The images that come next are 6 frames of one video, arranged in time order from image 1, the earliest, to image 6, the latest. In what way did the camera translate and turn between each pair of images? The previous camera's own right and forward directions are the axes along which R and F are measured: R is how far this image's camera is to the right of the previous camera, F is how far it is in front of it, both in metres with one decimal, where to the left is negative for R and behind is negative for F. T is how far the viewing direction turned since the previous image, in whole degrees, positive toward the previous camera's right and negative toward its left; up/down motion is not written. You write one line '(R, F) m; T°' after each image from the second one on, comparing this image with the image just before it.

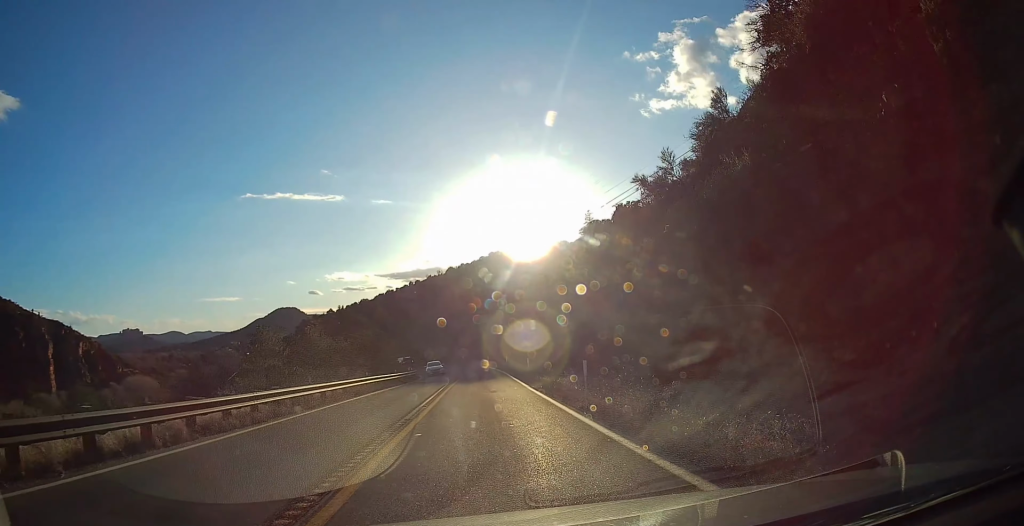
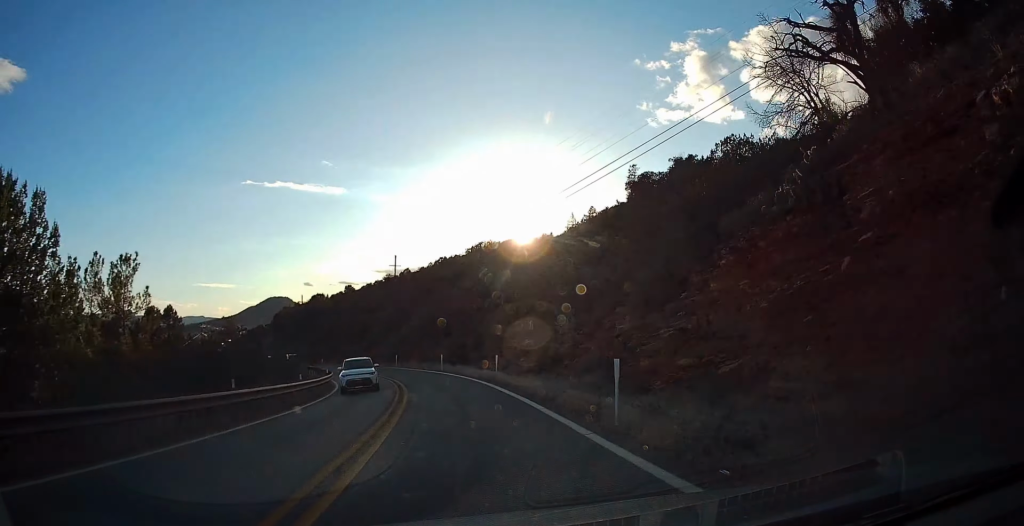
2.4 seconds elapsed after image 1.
(+0.2, +40.6) m; 0°
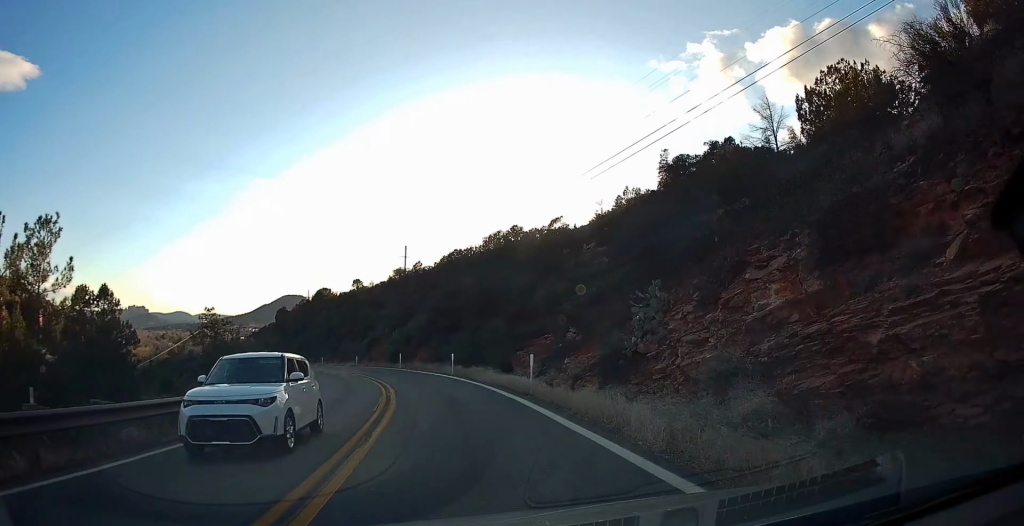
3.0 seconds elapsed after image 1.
(+0.1, +9.3) m; -1°
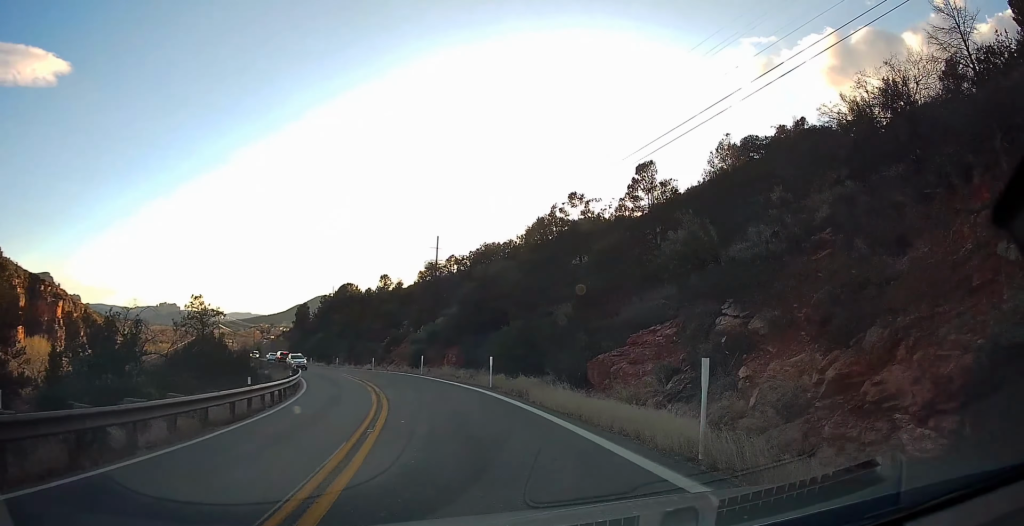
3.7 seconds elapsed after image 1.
(+0.2, +11.4) m; -1°
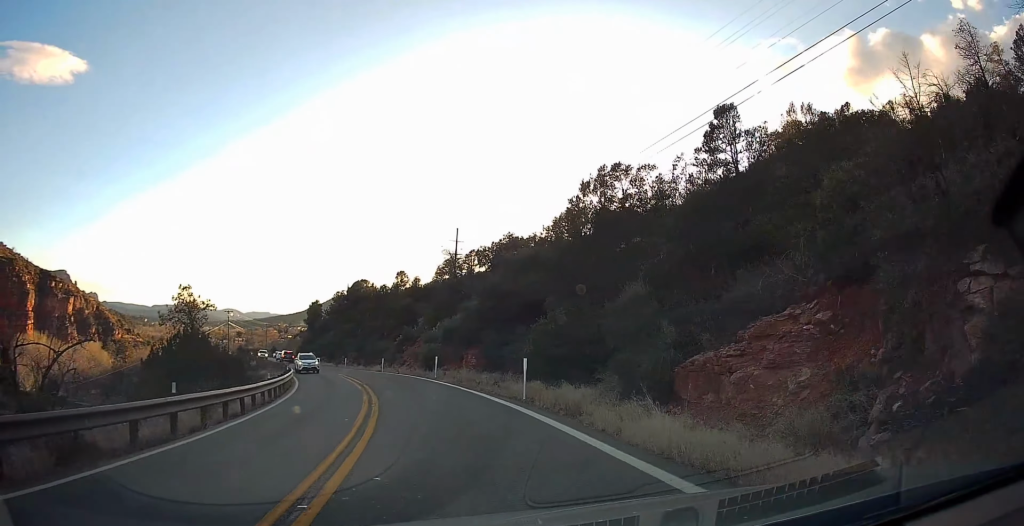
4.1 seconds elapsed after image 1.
(-0.3, +6.5) m; -1°
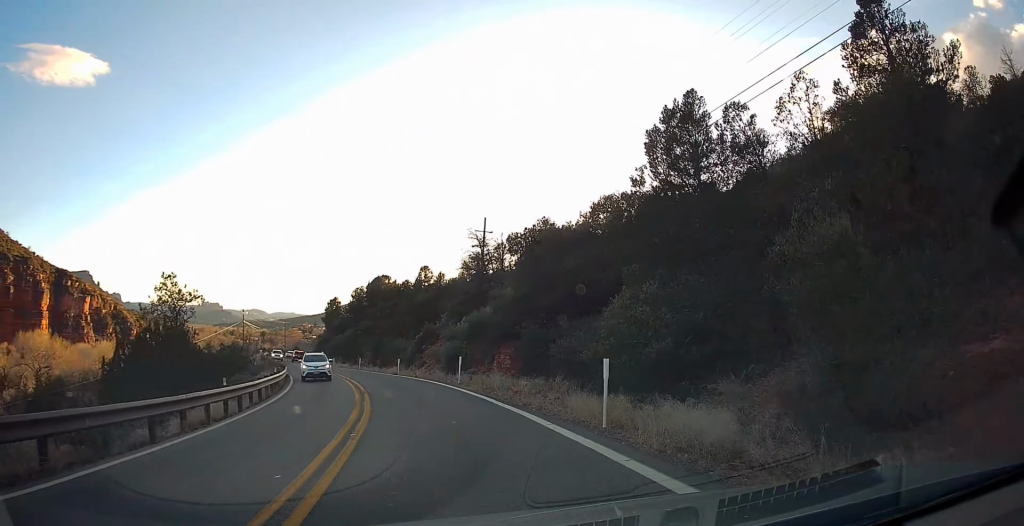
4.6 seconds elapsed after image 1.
(-0.2, +7.6) m; -2°
